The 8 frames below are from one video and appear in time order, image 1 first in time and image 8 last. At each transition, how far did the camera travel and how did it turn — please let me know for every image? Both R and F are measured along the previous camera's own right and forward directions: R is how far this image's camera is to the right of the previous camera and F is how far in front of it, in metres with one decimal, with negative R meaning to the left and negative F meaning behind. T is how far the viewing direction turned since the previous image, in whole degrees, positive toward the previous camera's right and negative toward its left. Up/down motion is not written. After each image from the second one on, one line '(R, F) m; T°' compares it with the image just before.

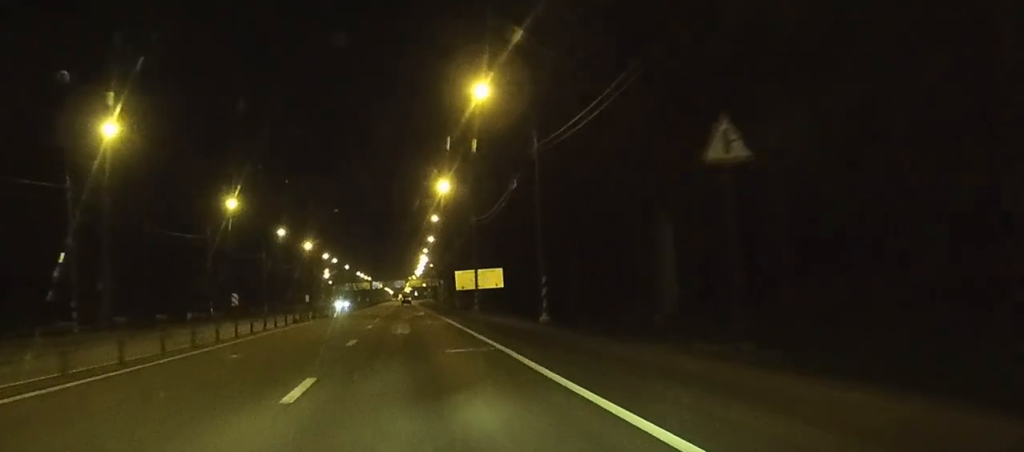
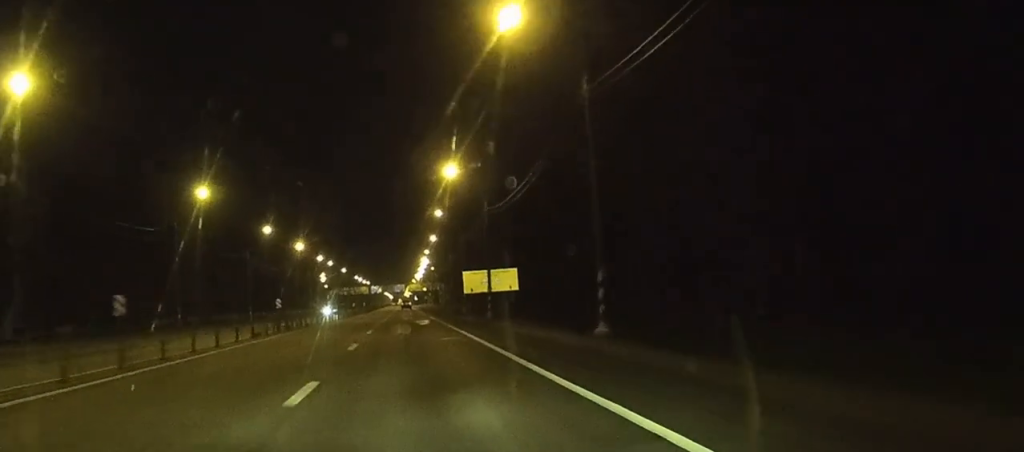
(+0.3, +12.1) m; -1°
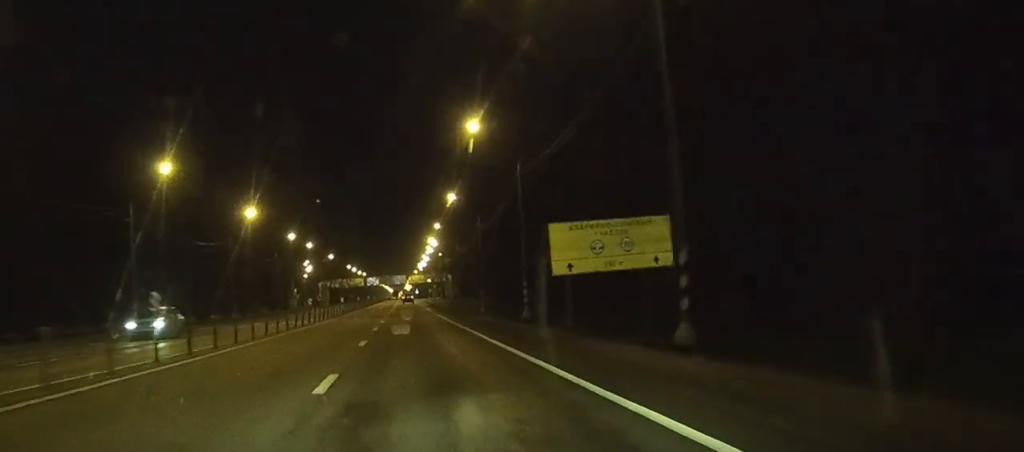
(-1.0, +46.5) m; -1°
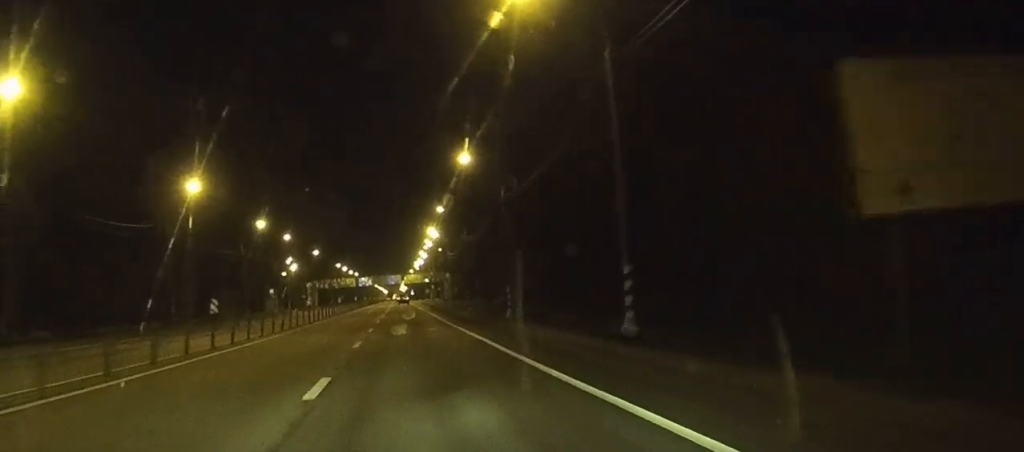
(+0.3, +24.0) m; +1°
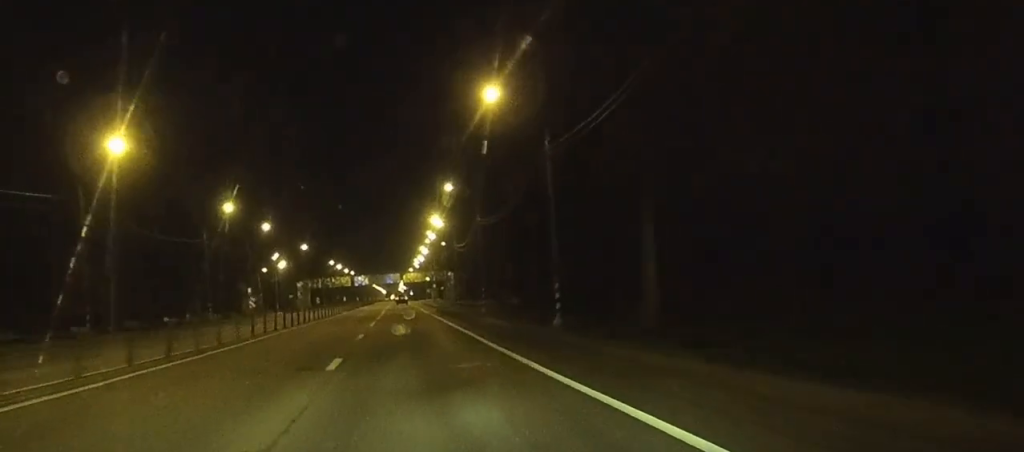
(0.0, +19.3) m; 0°
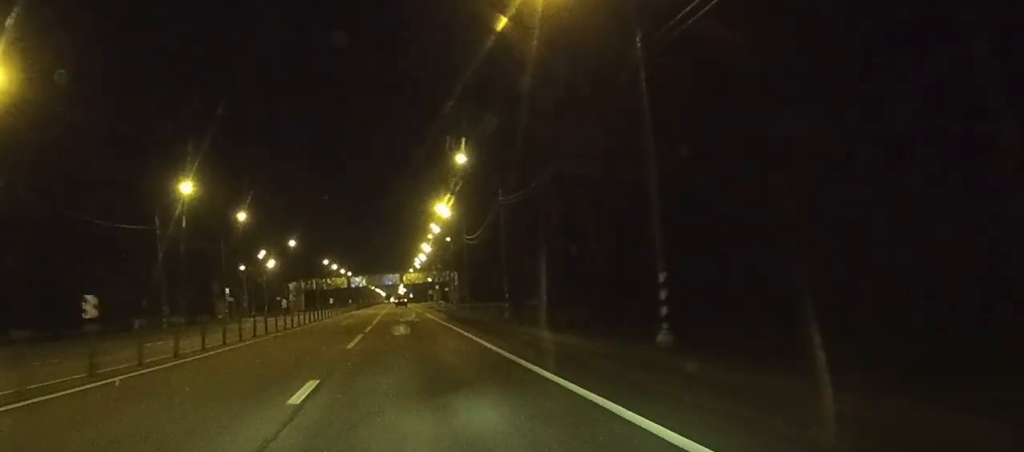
(0.0, +16.9) m; 0°
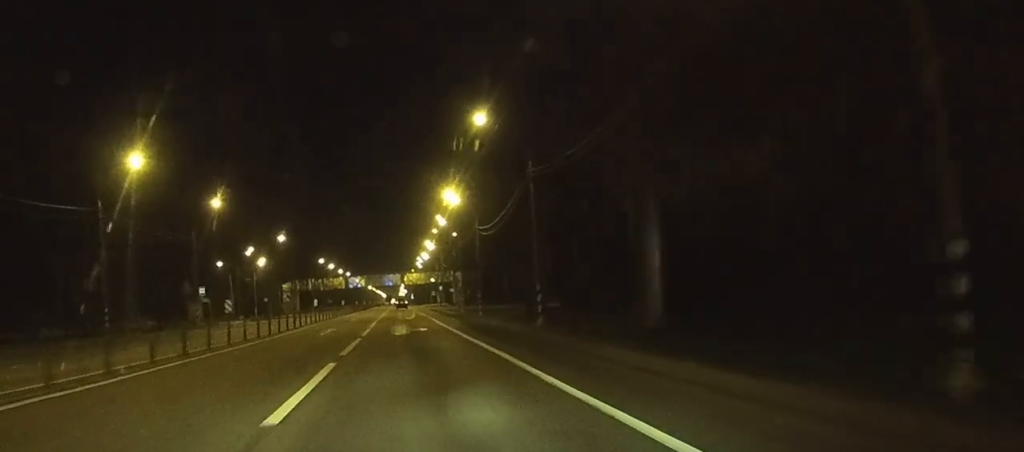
(0.0, +13.8) m; 0°
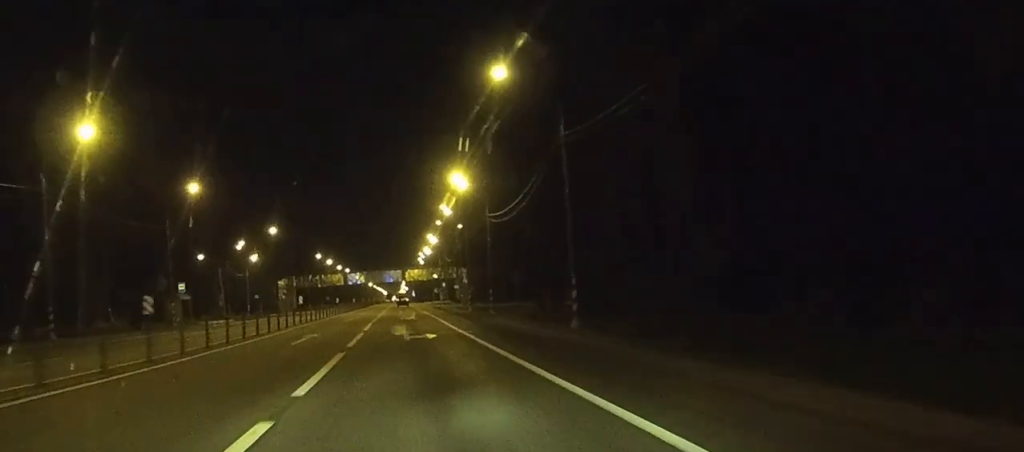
(0.0, +9.2) m; 0°
